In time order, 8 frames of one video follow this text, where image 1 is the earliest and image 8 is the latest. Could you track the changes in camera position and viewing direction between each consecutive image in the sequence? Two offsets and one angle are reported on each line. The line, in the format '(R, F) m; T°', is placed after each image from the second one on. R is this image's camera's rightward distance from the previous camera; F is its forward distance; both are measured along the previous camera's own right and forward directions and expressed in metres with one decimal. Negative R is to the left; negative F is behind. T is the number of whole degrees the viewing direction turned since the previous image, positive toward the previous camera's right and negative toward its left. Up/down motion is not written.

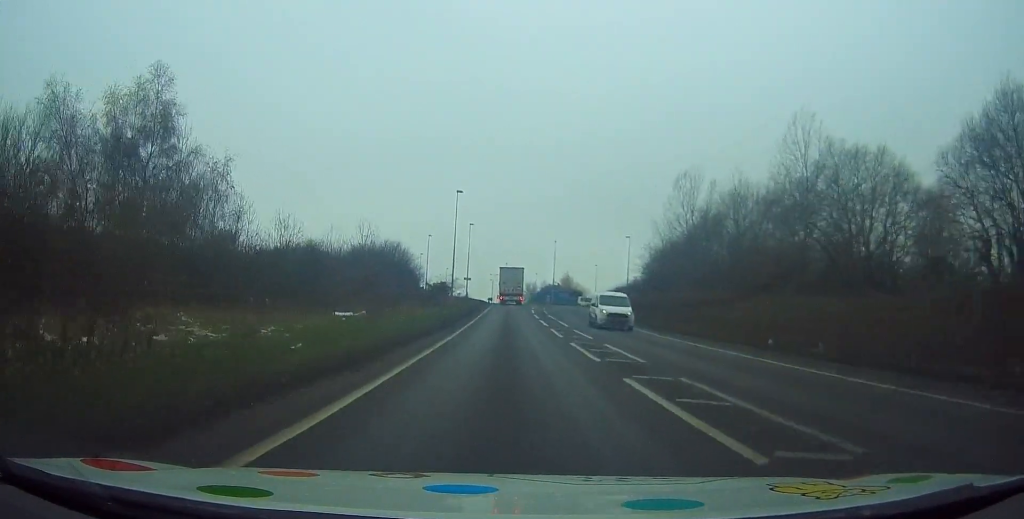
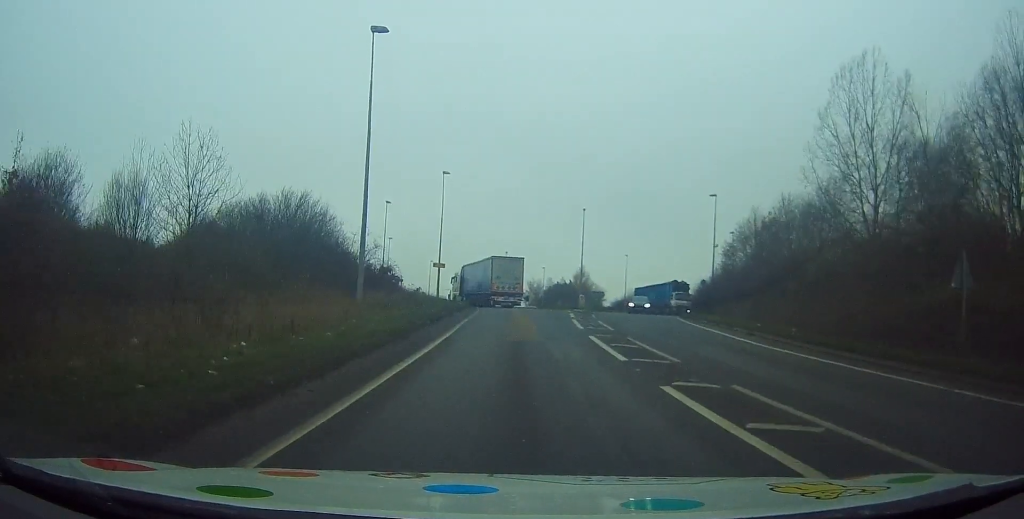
(-0.3, +36.3) m; -1°
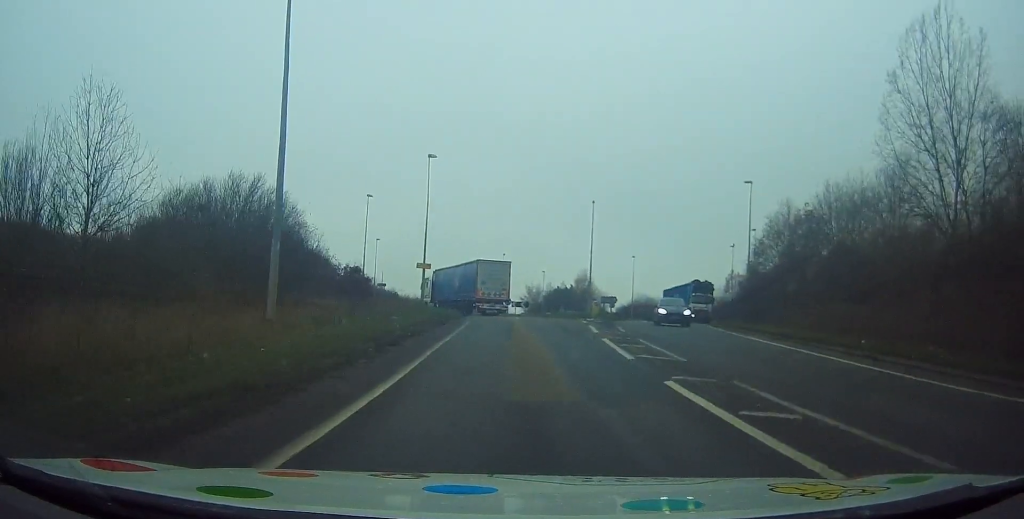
(0.0, +8.1) m; 0°
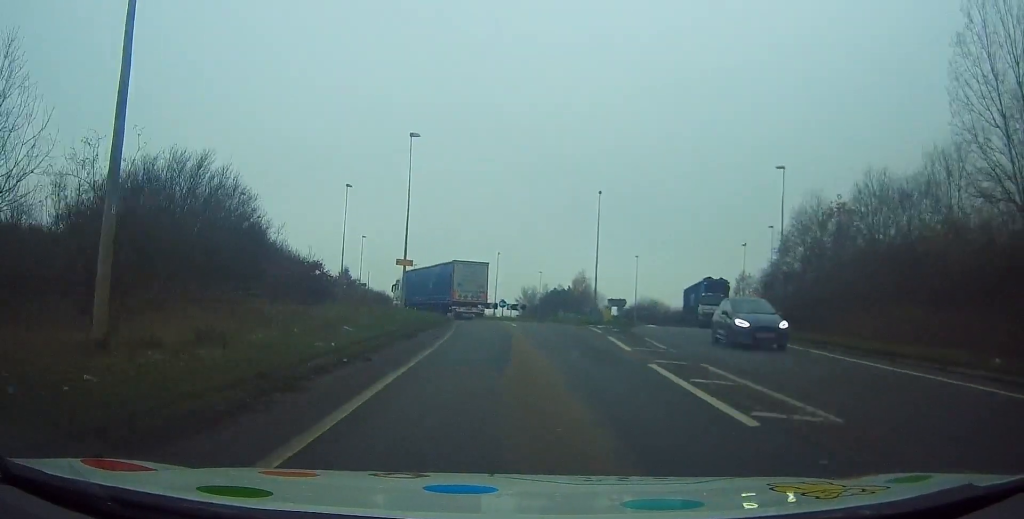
(-0.1, +6.1) m; 0°
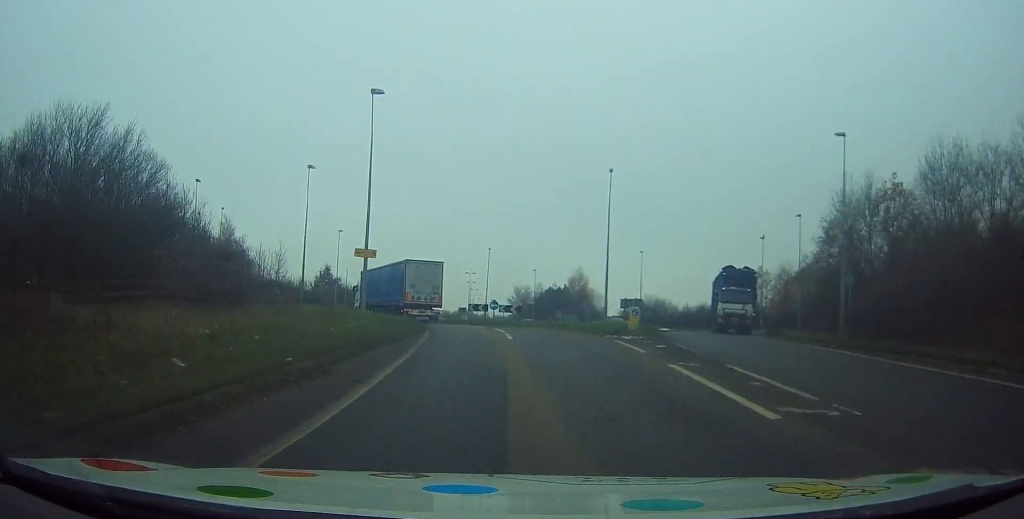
(+0.1, +8.3) m; +2°
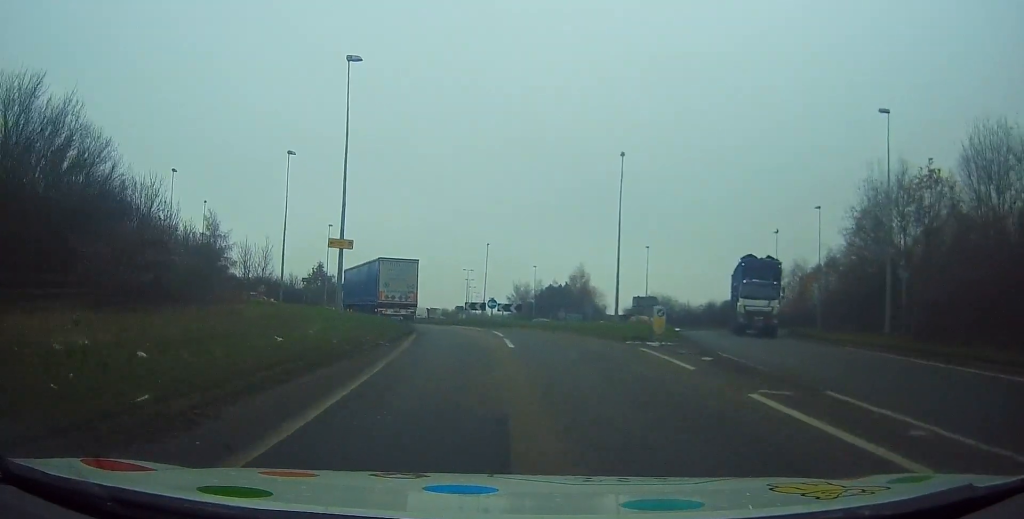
(0.0, +4.2) m; +1°
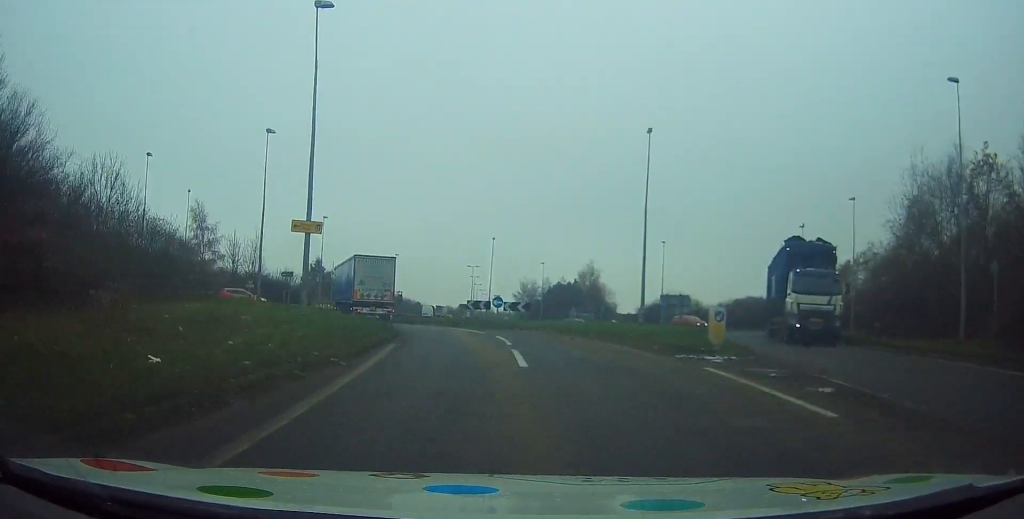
(+0.1, +4.9) m; -1°
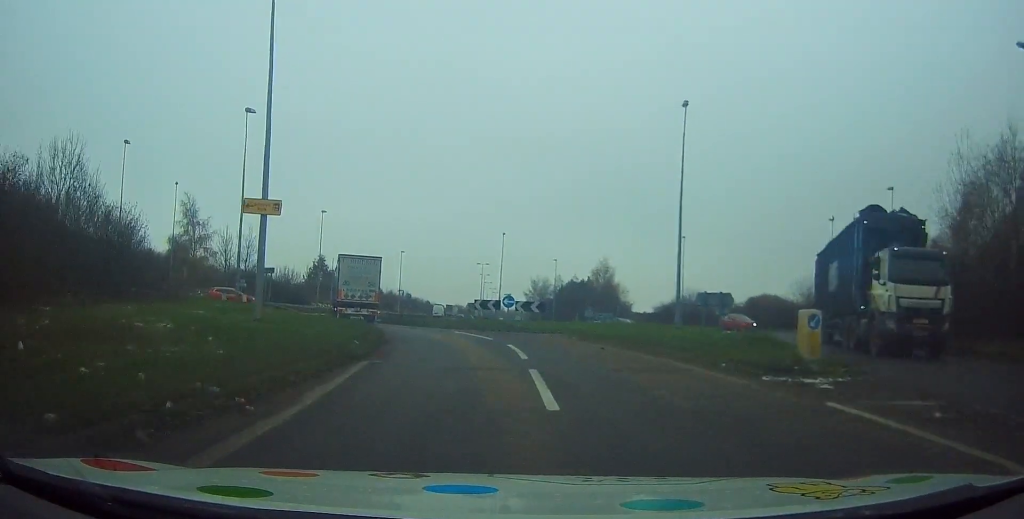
(+0.2, +4.4) m; -1°
